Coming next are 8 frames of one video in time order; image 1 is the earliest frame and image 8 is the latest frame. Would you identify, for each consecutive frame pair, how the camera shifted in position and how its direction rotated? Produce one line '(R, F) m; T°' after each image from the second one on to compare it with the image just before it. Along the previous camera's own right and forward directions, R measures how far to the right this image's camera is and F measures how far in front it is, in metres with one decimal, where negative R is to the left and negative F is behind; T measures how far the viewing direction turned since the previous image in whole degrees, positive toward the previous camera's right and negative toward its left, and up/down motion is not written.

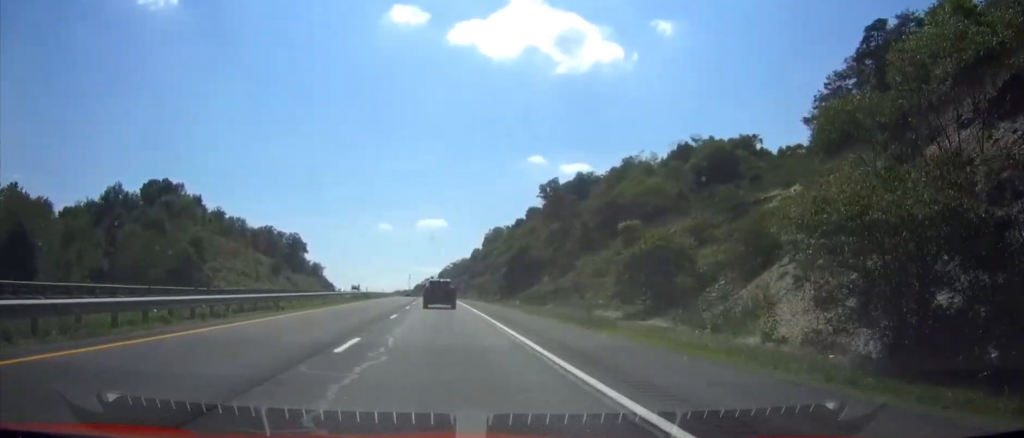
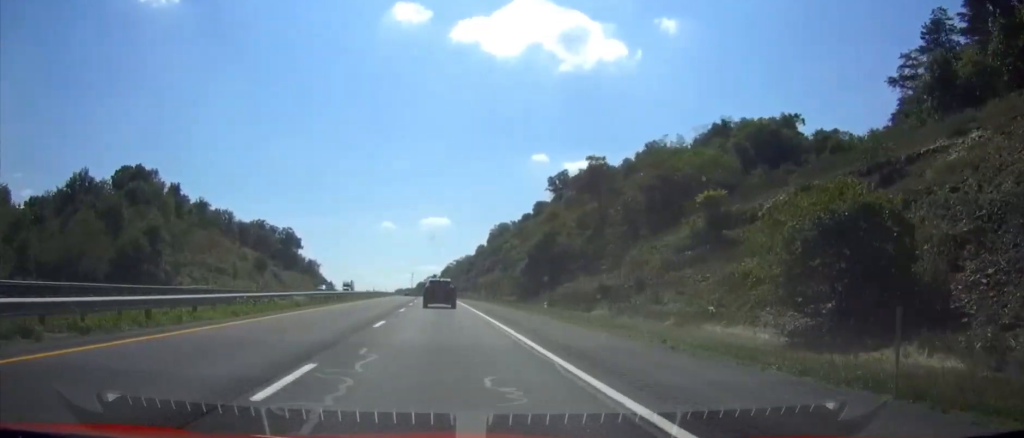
(0.0, +18.9) m; 0°
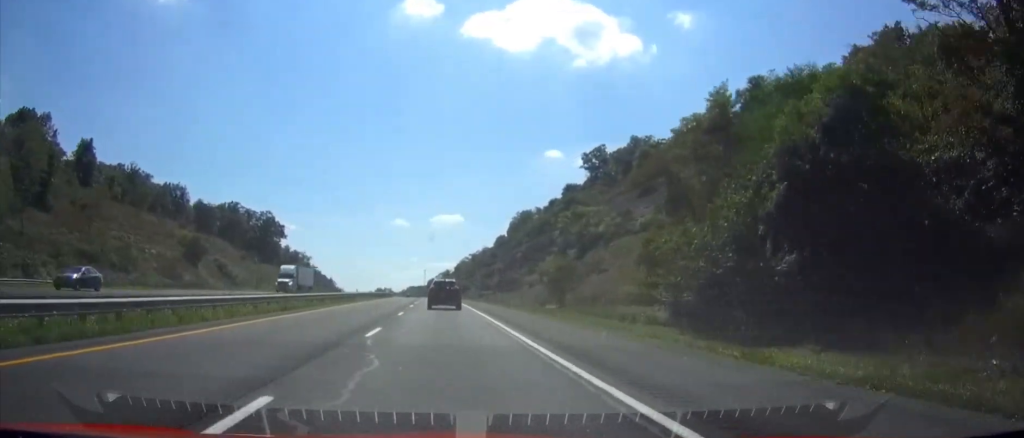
(0.0, +53.5) m; 0°
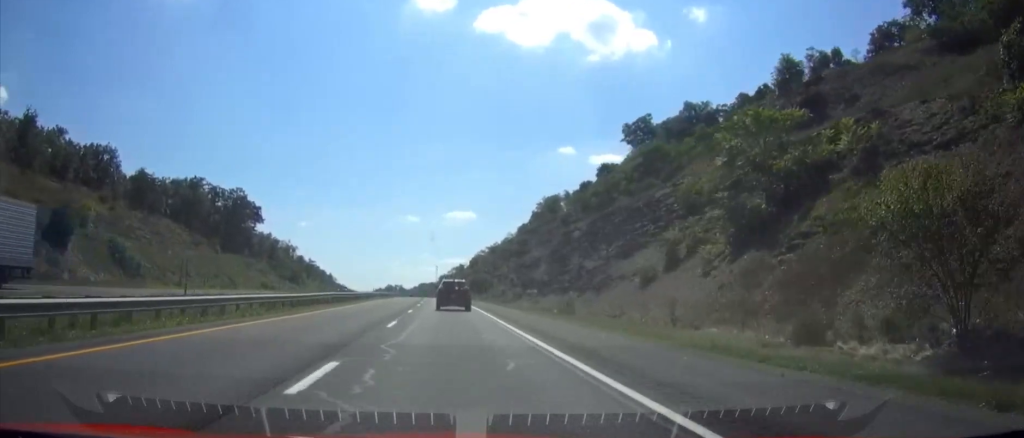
(0.0, +47.2) m; 0°
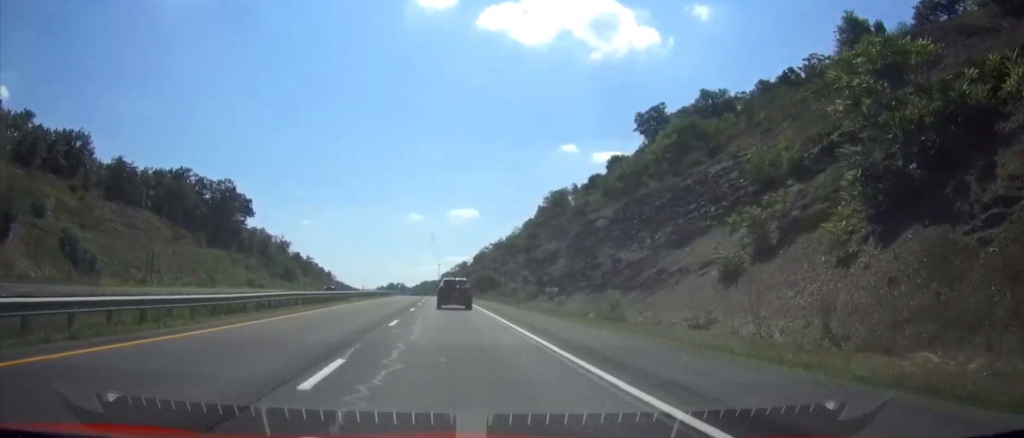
(0.0, +12.6) m; 0°
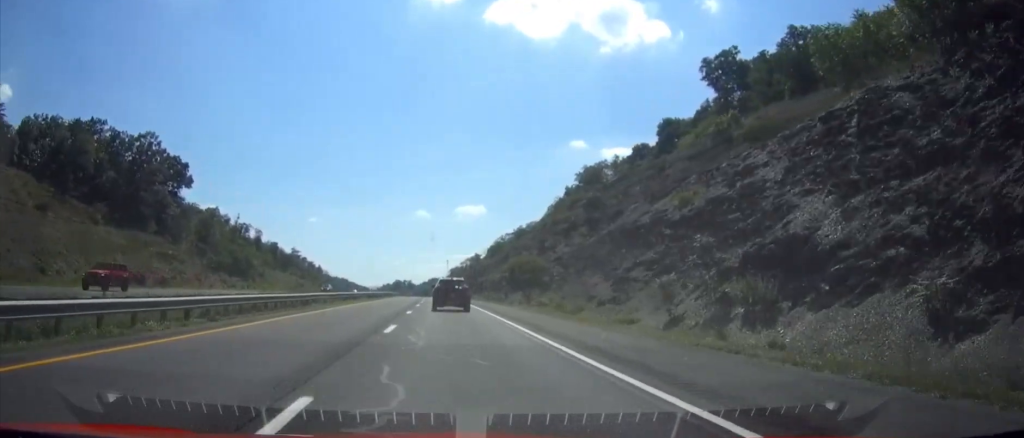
(0.0, +53.6) m; -1°
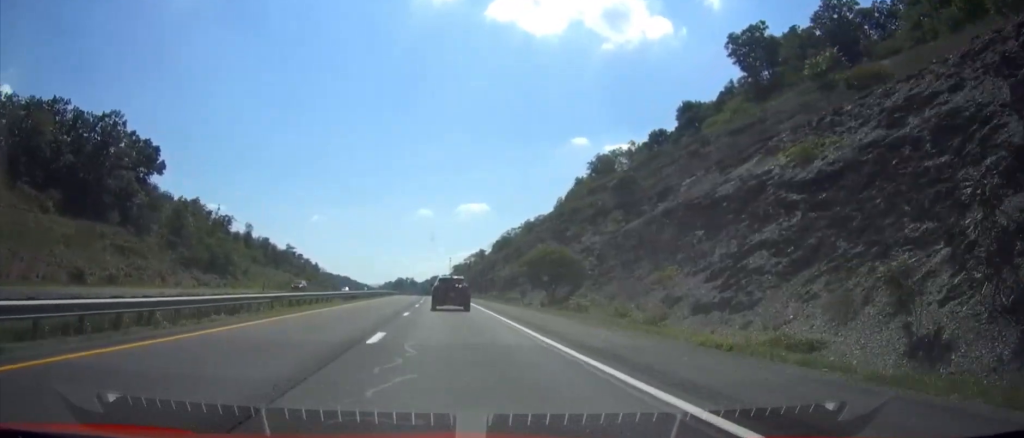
(0.0, +15.8) m; -1°
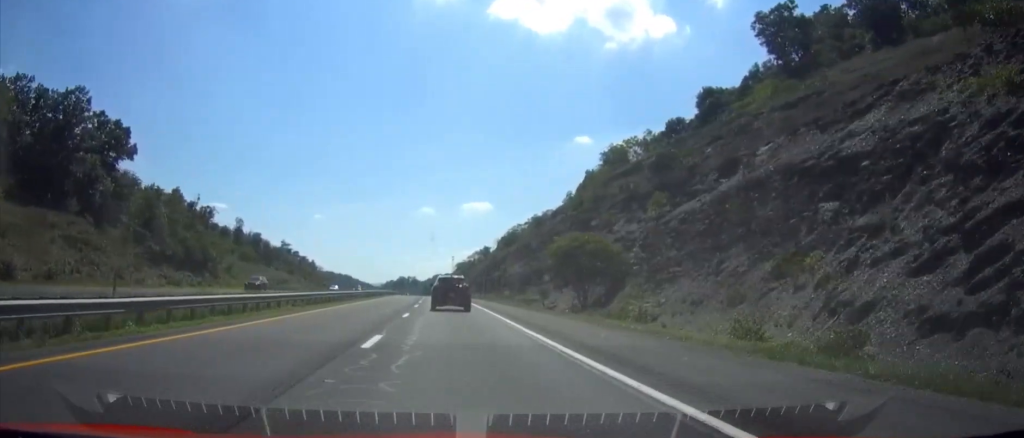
(-0.3, +13.7) m; -1°
